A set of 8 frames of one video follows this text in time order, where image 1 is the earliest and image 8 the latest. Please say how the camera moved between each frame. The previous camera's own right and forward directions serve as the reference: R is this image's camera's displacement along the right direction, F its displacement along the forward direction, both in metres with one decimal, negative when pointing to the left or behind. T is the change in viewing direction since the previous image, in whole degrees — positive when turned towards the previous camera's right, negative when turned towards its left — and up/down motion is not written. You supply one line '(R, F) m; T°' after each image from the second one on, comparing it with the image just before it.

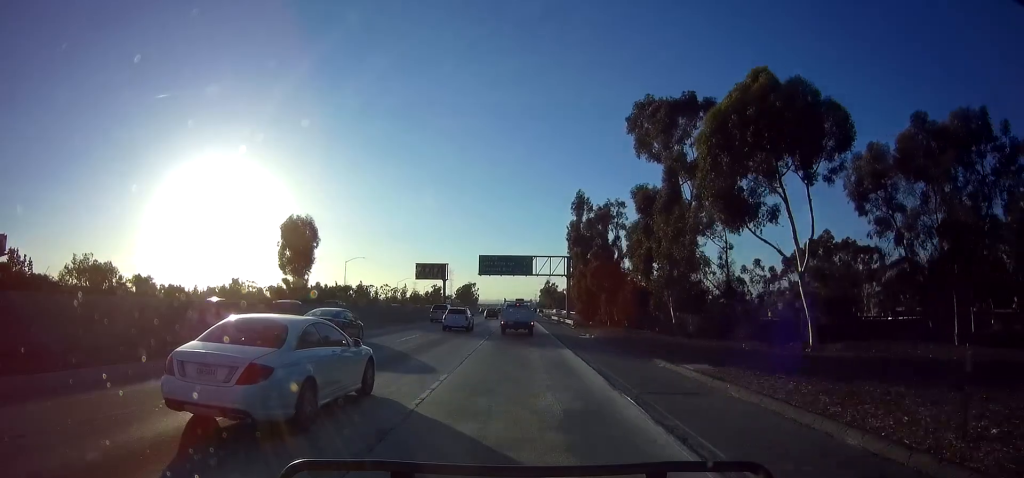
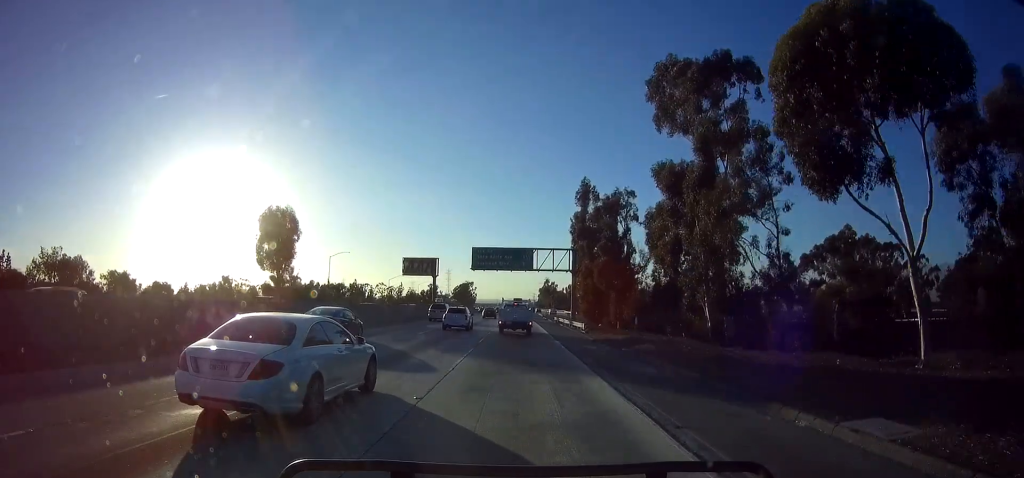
(+0.1, +8.9) m; 0°
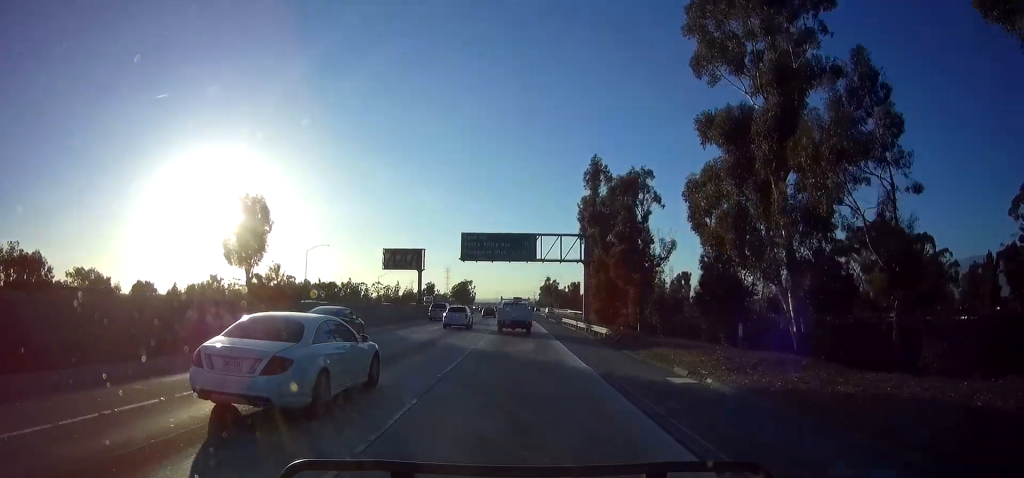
(-0.2, +11.7) m; -1°
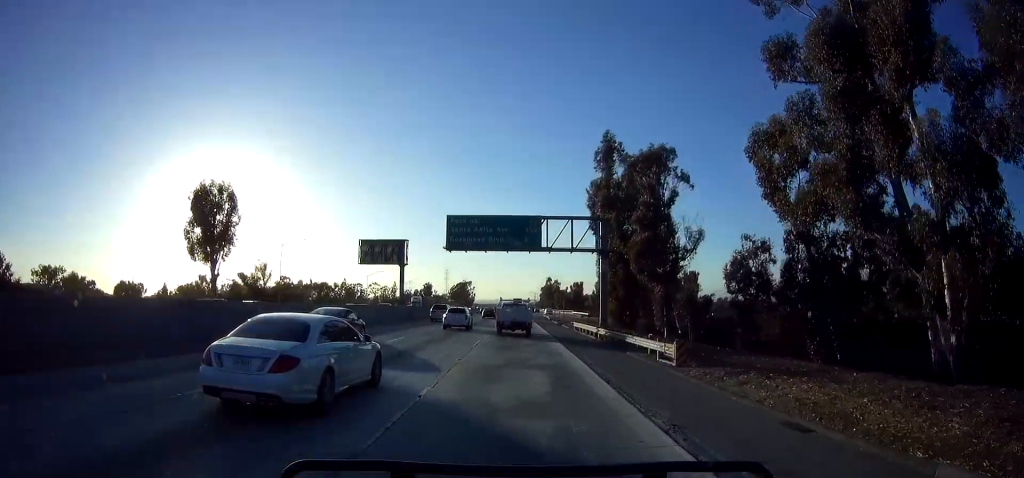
(-0.1, +10.6) m; 0°
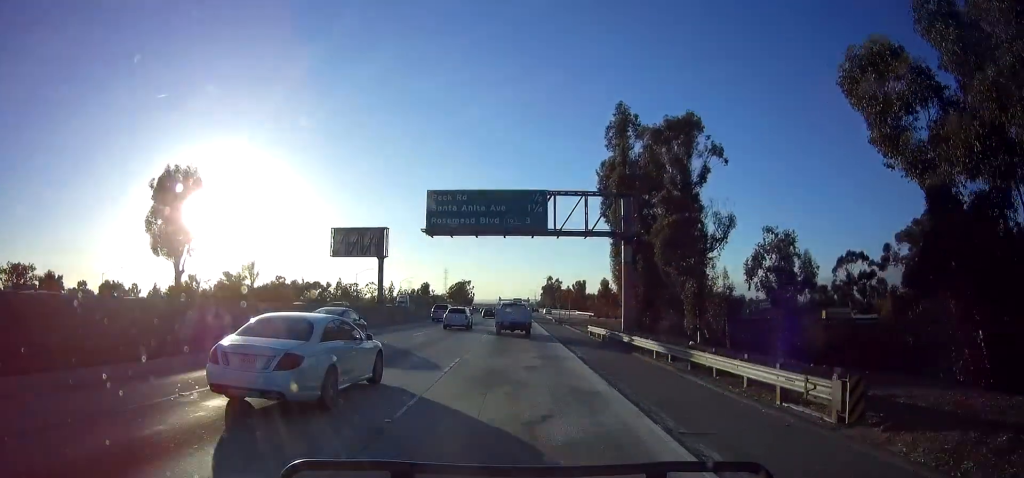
(-0.1, +8.9) m; +1°
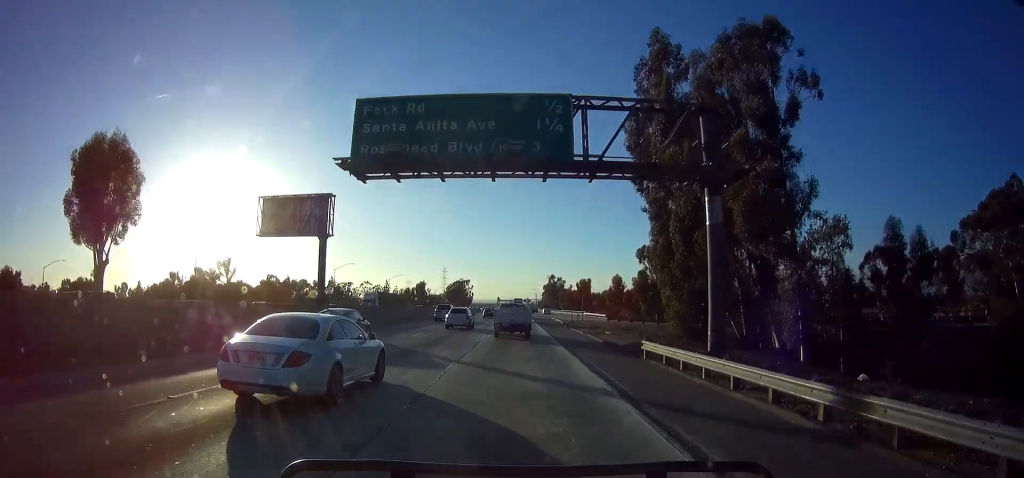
(+0.3, +14.8) m; 0°
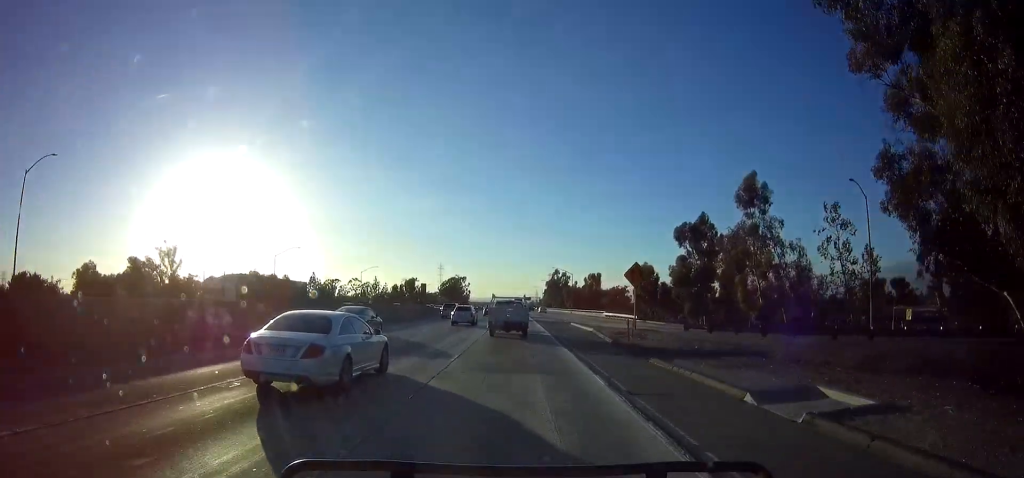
(-0.3, +27.0) m; 0°
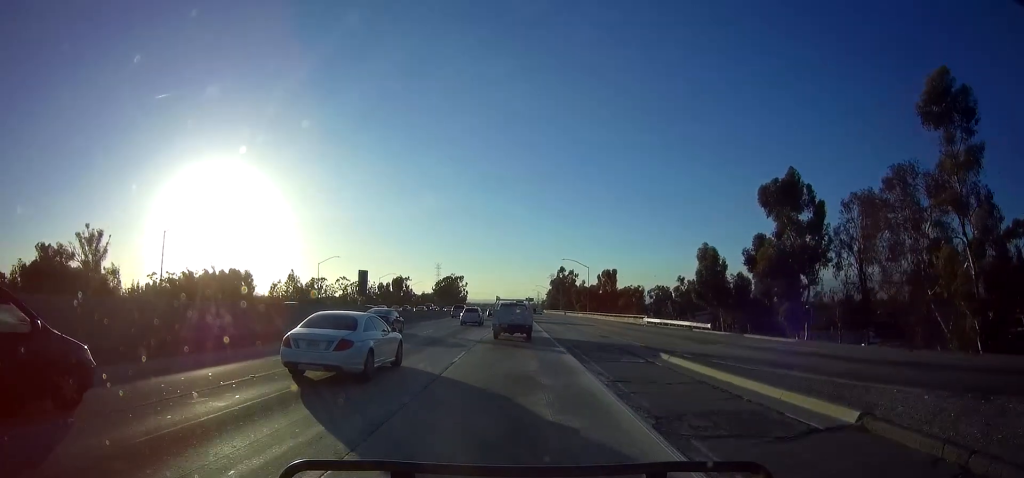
(0.0, +28.2) m; 0°
